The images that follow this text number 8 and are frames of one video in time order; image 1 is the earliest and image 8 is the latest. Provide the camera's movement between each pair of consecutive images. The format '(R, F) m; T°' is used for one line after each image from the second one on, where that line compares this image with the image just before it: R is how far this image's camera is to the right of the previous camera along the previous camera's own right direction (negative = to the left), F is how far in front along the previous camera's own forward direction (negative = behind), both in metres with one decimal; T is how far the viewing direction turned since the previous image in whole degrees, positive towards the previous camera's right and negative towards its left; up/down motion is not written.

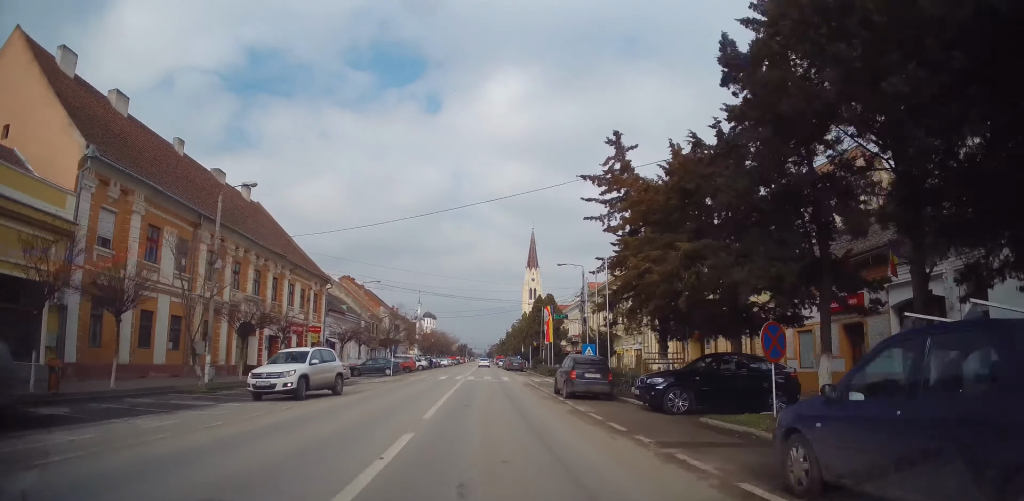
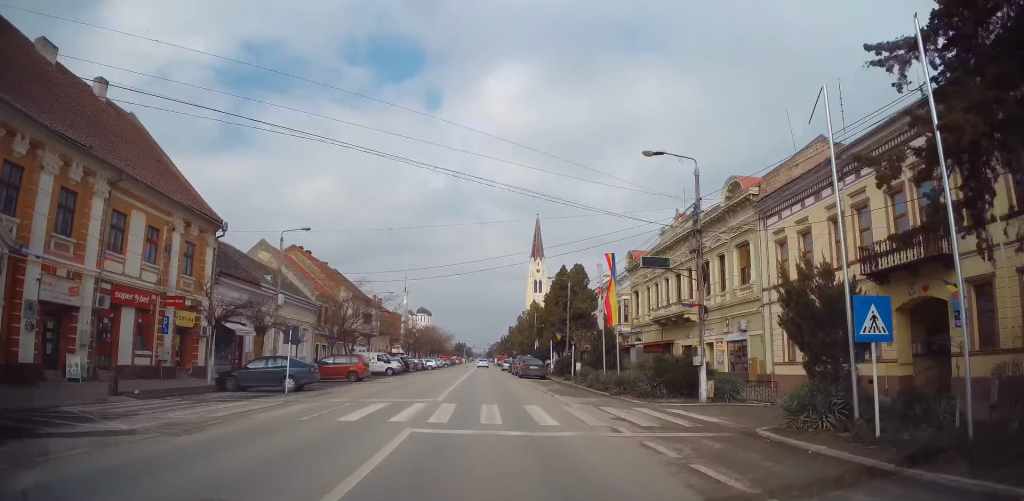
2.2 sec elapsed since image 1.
(-0.3, +22.6) m; -1°
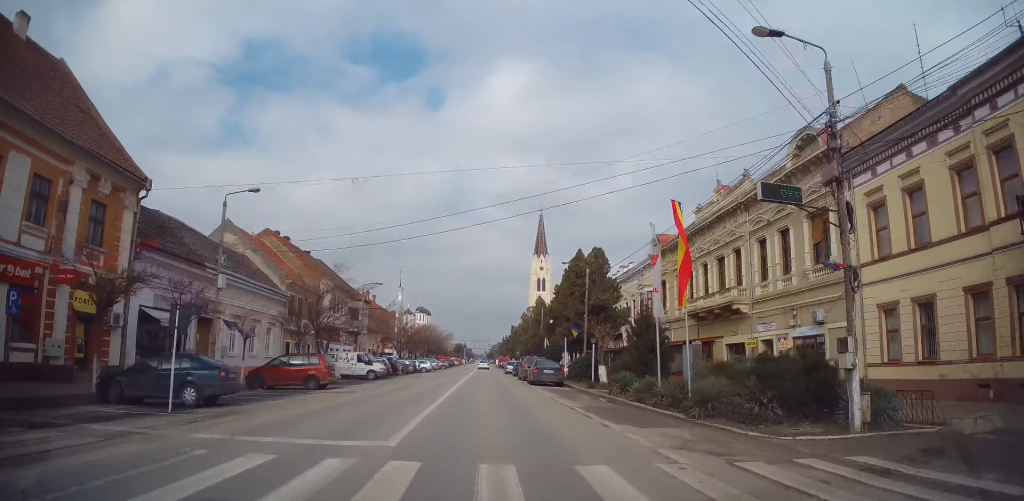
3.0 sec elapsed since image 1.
(0.0, +7.5) m; 0°
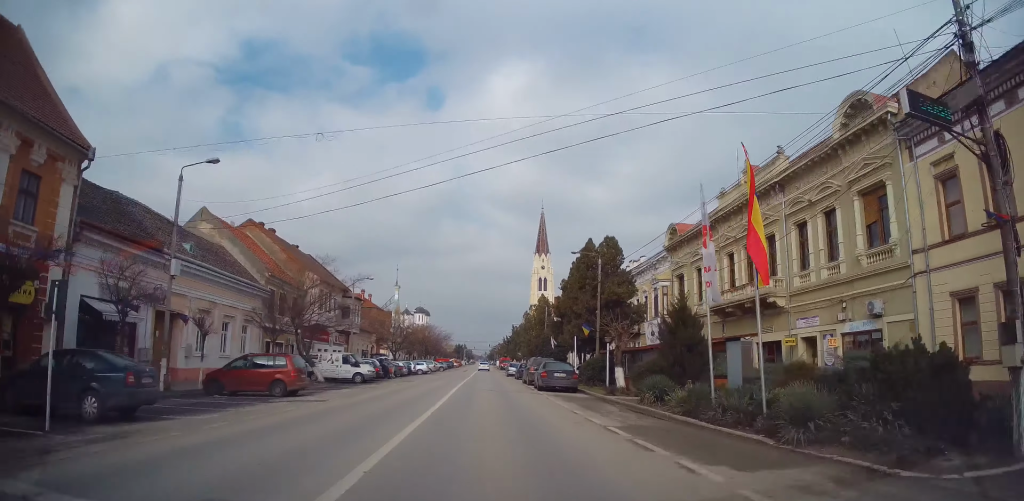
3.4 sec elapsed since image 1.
(0.0, +4.5) m; +1°
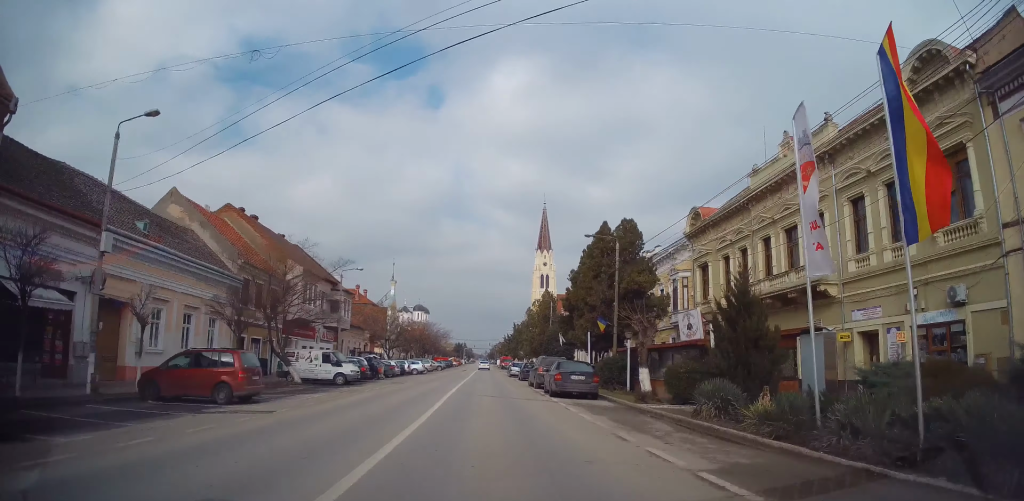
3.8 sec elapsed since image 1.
(-0.1, +4.5) m; +1°
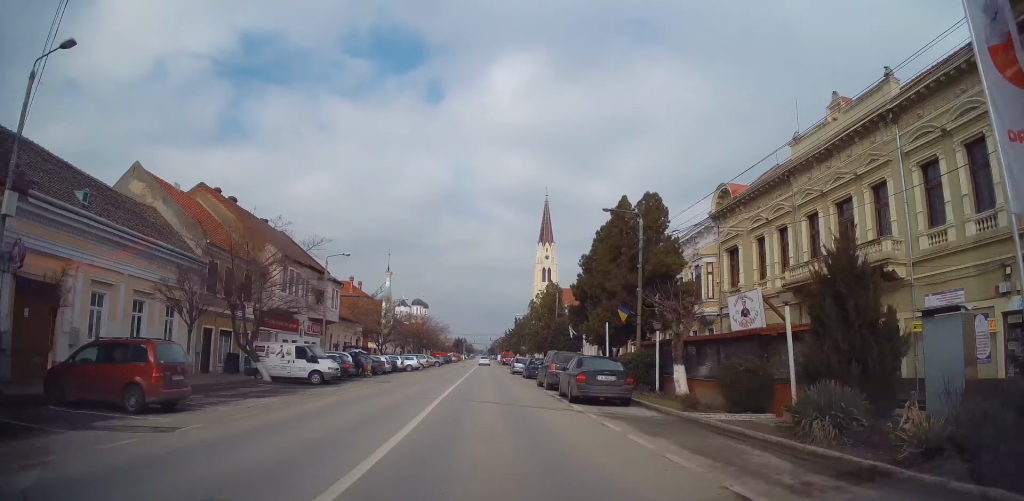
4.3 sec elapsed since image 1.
(0.0, +4.5) m; 0°
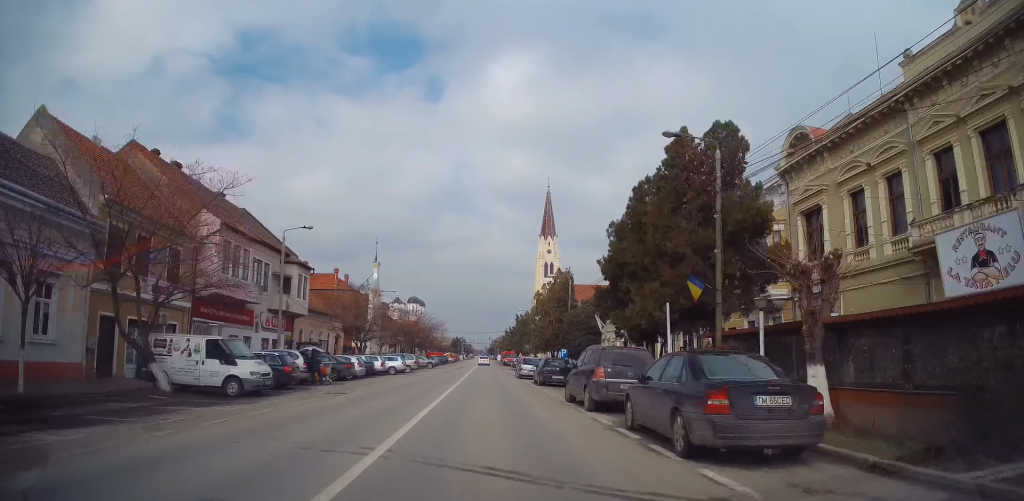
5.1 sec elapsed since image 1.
(+0.3, +9.0) m; 0°
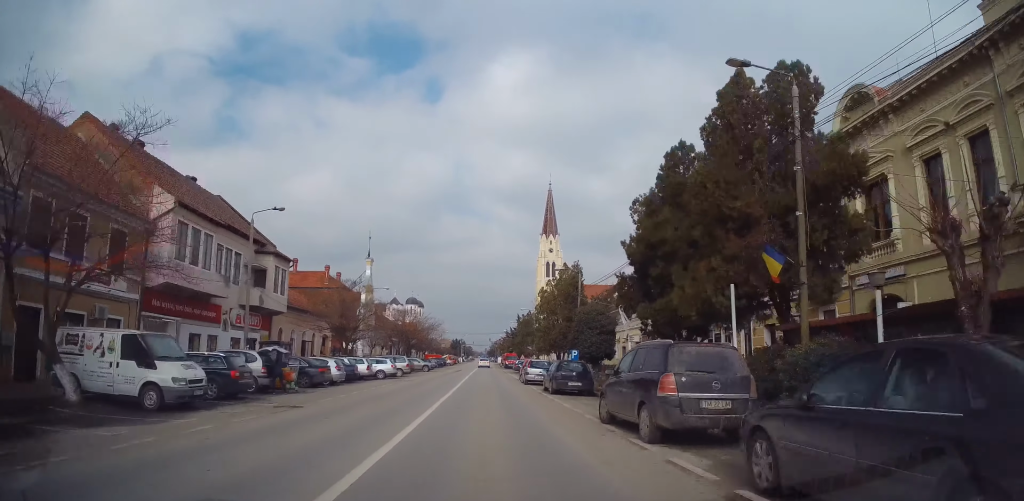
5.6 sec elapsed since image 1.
(-0.2, +4.8) m; -1°
